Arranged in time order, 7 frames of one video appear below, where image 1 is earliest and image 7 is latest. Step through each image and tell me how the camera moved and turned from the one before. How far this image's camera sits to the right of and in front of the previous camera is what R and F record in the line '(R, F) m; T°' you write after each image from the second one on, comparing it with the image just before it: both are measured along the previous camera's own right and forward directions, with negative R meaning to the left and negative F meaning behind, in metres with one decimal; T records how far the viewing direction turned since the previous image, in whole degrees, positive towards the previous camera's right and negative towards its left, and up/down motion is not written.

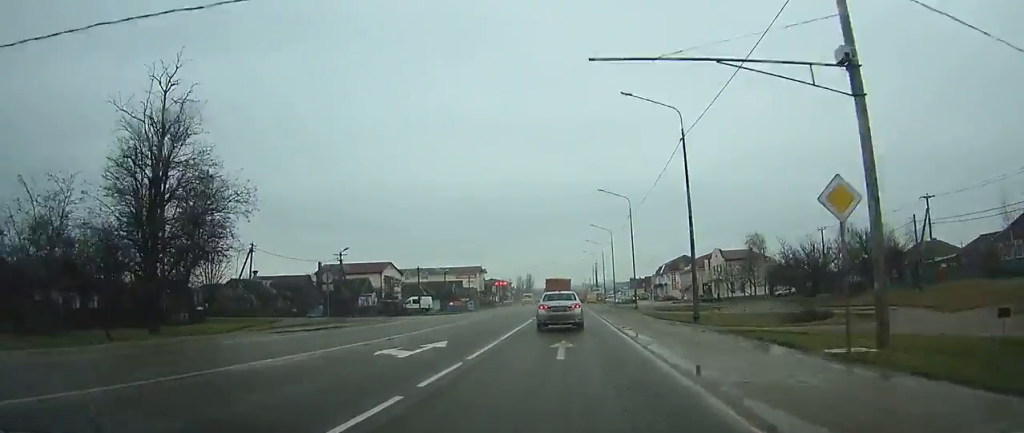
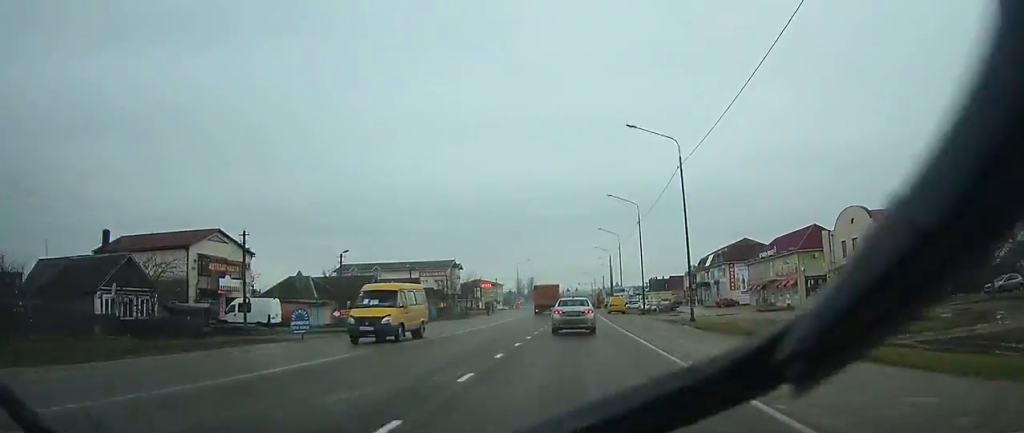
(-0.2, +53.1) m; 0°
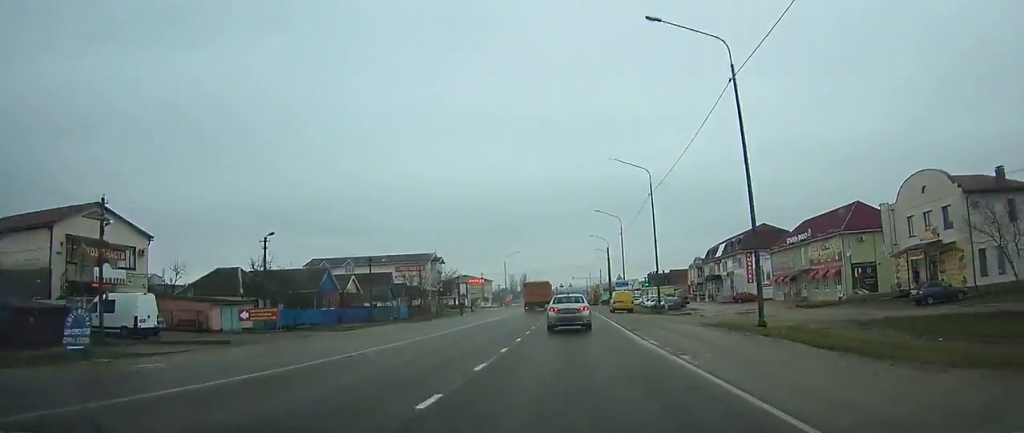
(+0.1, +14.0) m; 0°
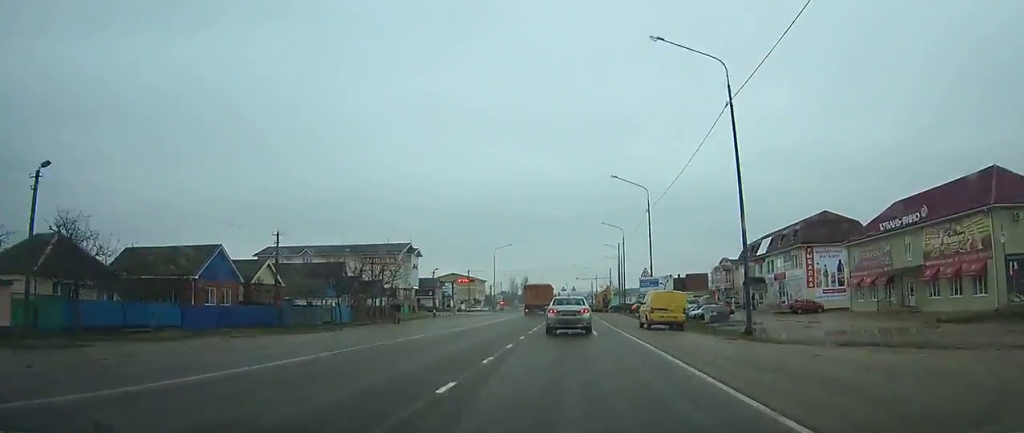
(-0.1, +22.6) m; 0°
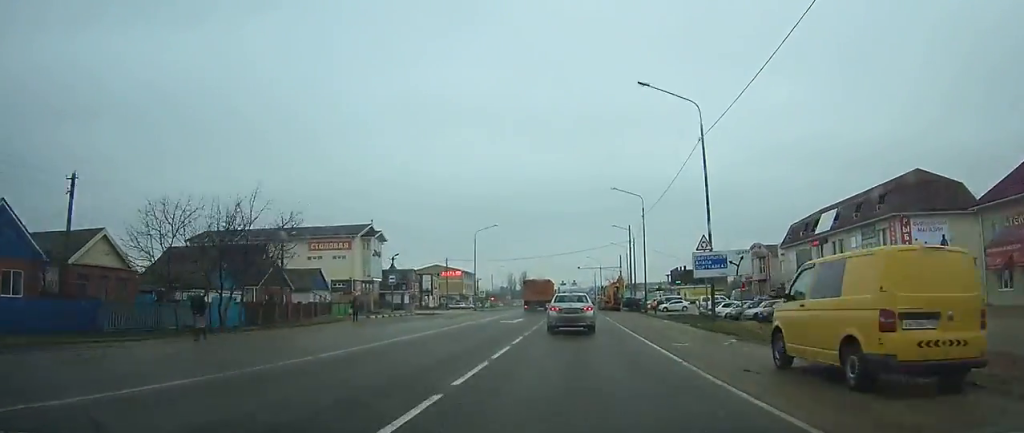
(-0.1, +21.3) m; 0°
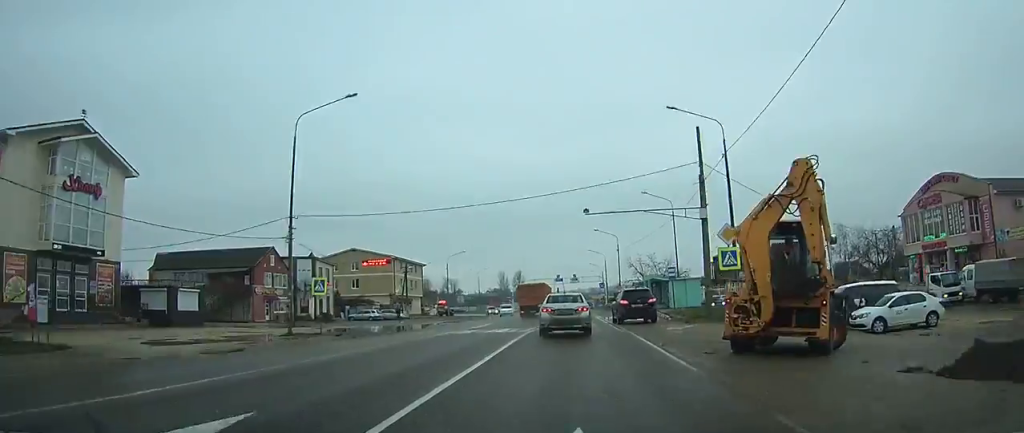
(+0.1, +56.4) m; 0°
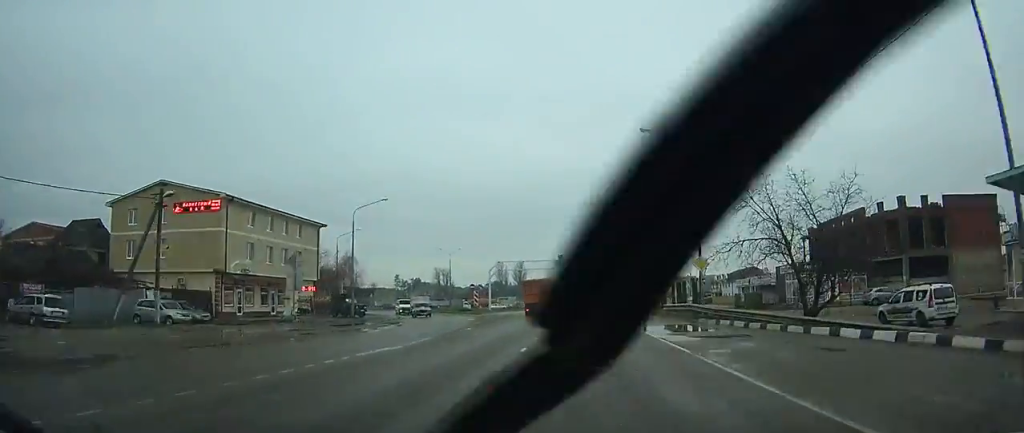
(-0.2, +47.5) m; 0°
